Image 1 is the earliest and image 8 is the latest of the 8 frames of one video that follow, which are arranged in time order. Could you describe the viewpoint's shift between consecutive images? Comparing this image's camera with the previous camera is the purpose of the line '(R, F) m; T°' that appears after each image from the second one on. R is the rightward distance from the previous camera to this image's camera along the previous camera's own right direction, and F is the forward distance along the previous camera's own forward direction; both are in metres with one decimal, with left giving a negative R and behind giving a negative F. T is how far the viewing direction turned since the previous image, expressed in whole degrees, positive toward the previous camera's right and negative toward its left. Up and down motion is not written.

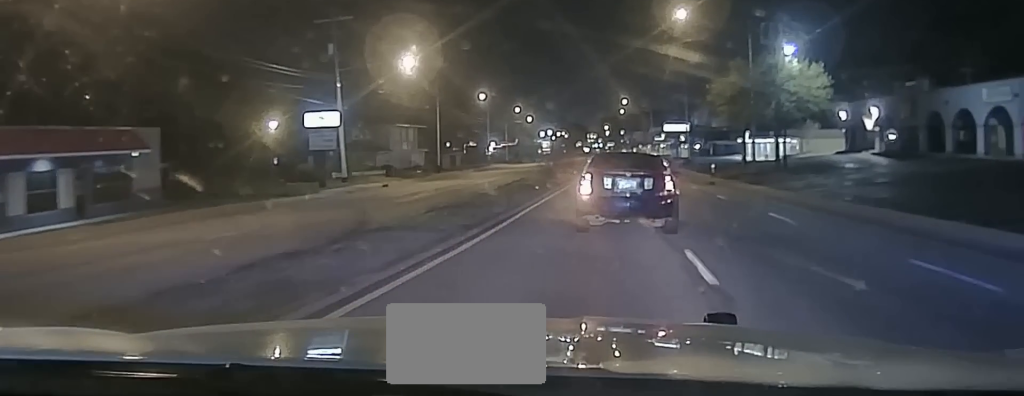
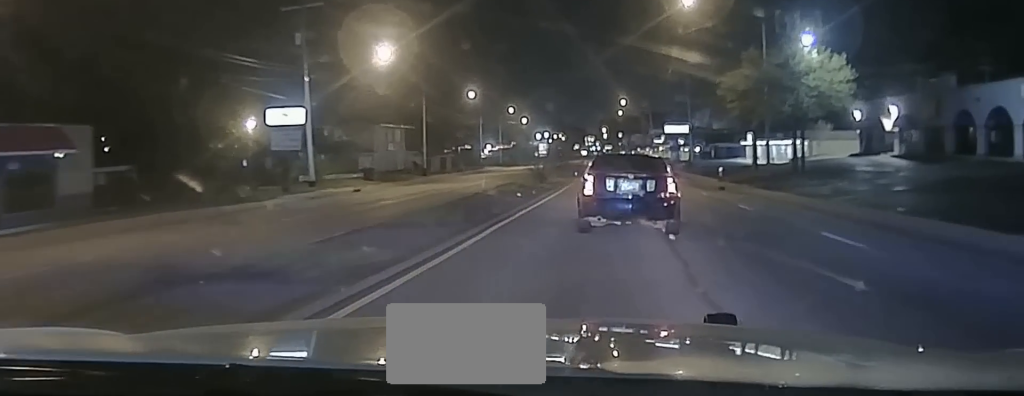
(0.0, +7.3) m; 0°
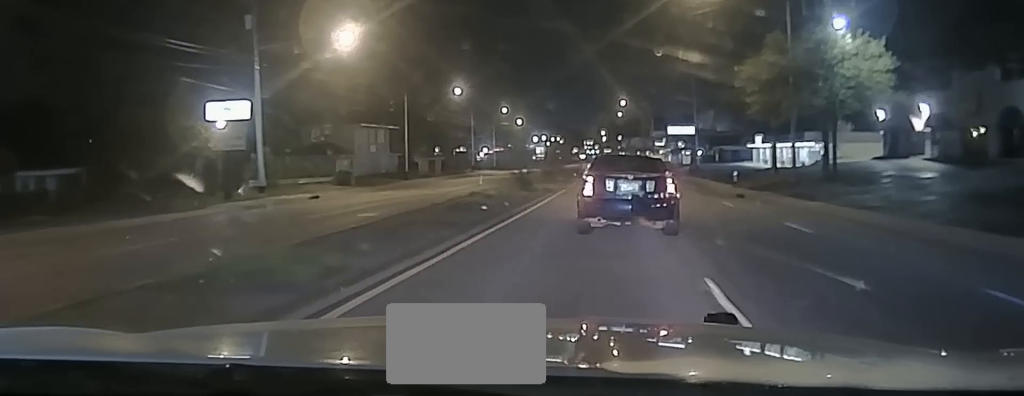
(+0.1, +8.5) m; 0°
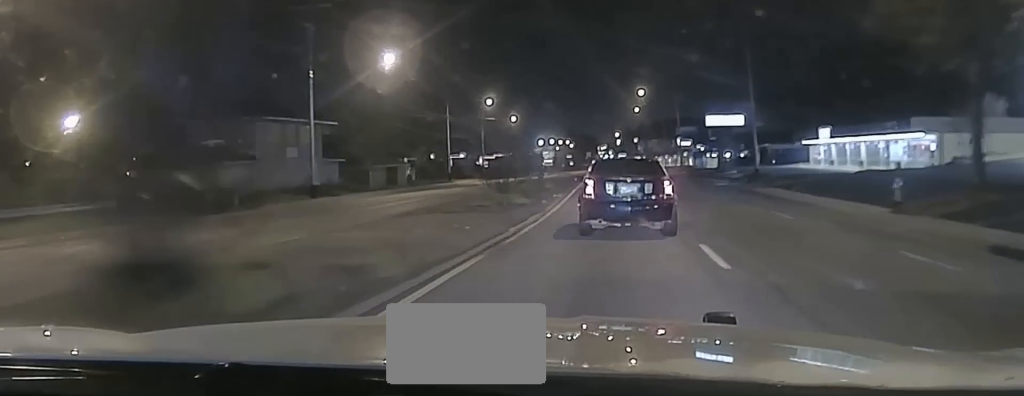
(-0.1, +34.8) m; 0°
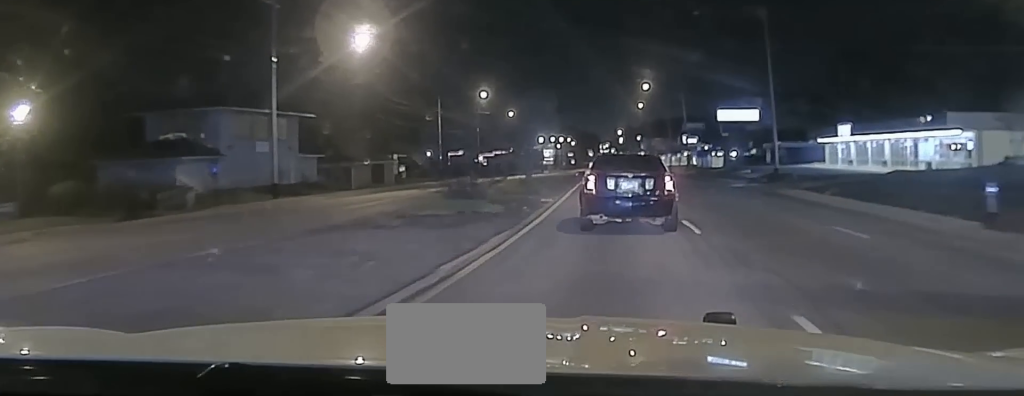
(+0.1, +8.9) m; 0°
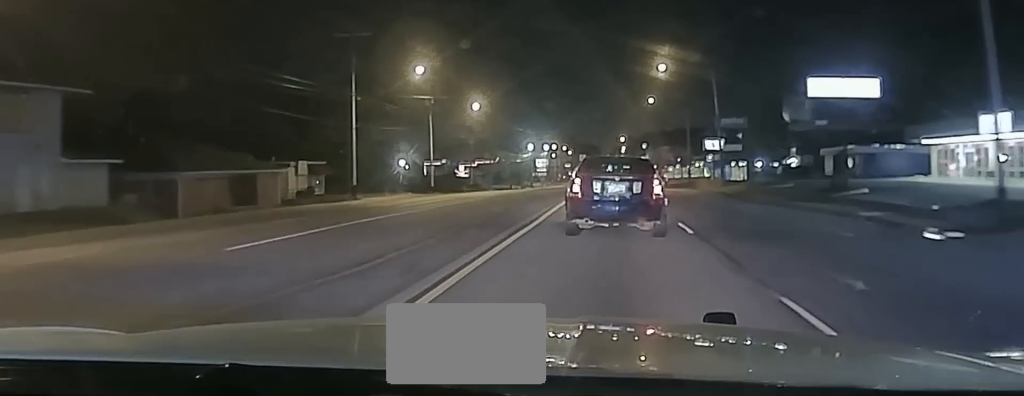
(-0.5, +36.8) m; 0°
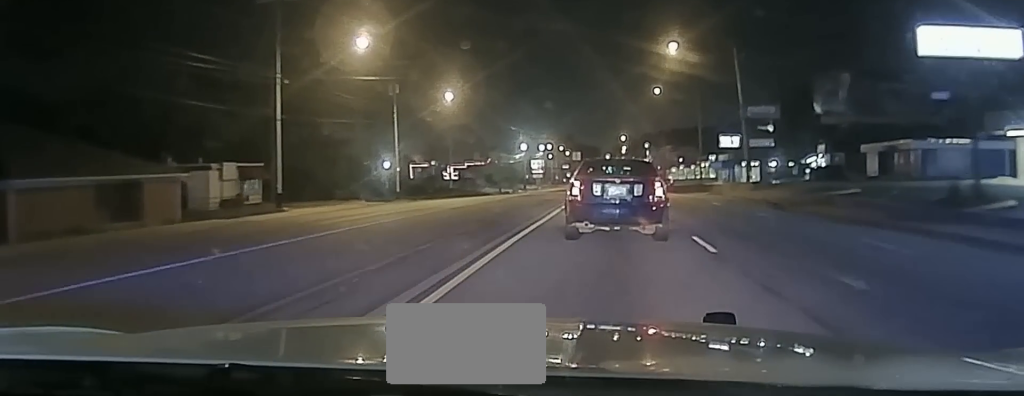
(+0.2, +16.5) m; +1°
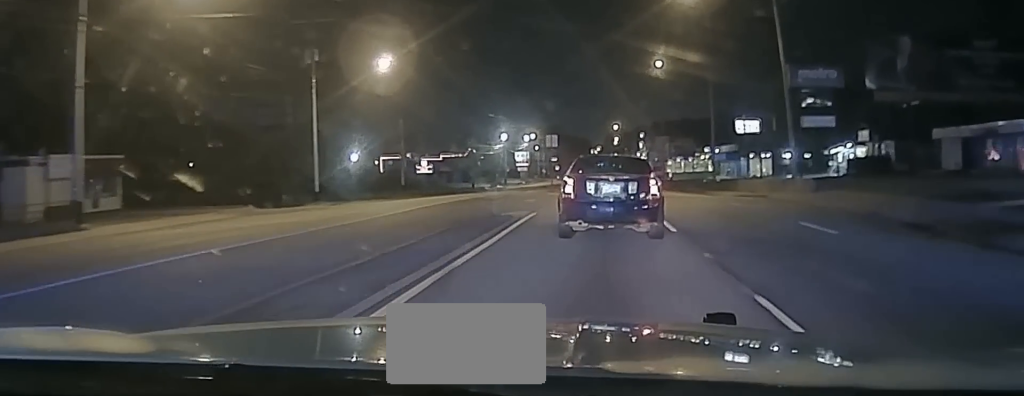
(+0.2, +16.2) m; 0°
